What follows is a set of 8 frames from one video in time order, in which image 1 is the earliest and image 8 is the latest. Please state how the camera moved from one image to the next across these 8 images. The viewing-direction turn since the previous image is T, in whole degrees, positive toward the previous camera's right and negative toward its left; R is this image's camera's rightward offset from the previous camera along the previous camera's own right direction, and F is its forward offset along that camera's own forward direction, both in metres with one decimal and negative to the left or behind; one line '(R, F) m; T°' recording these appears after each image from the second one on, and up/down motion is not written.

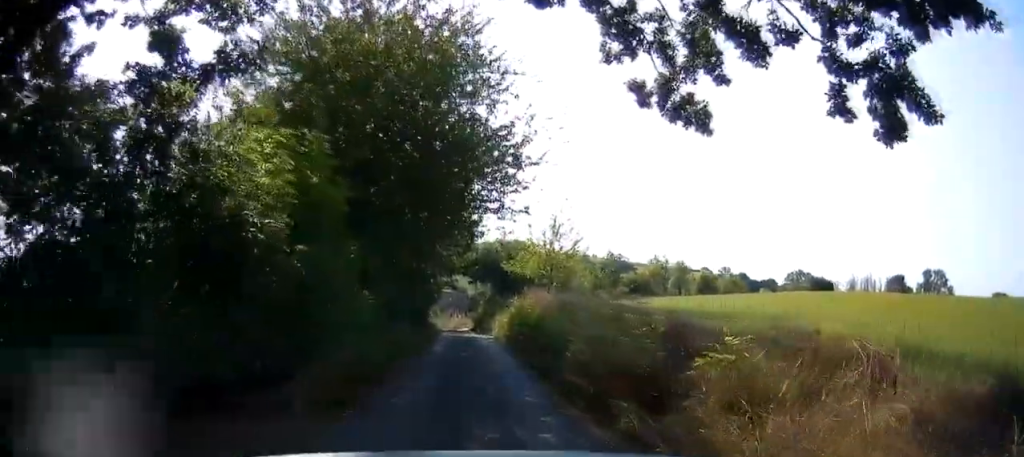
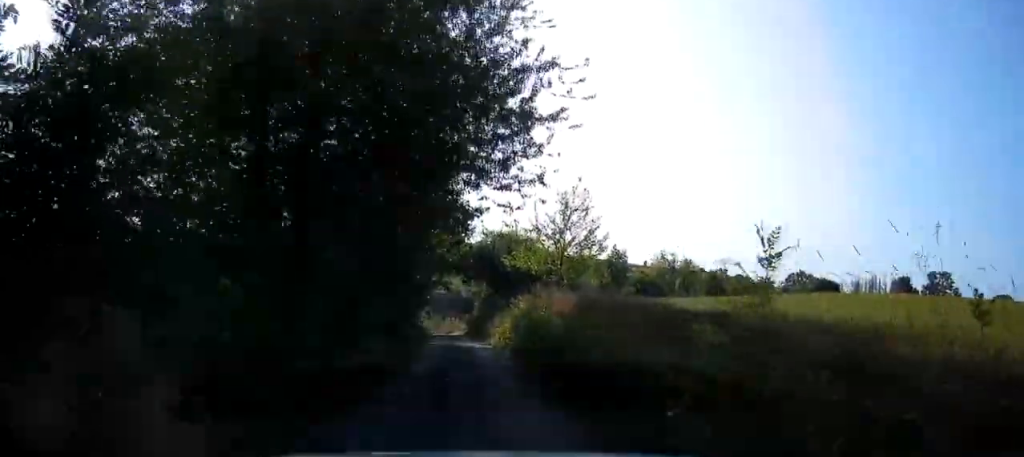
(0.0, +5.2) m; +2°
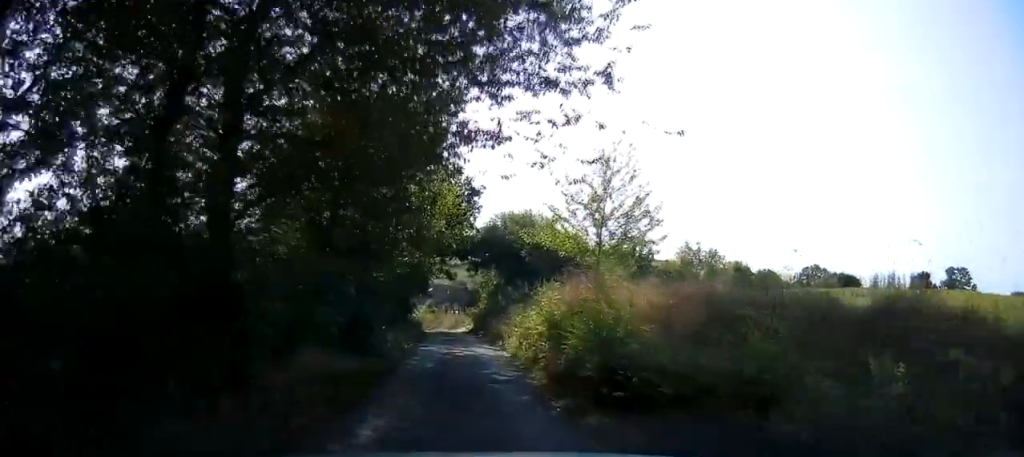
(+0.2, +6.4) m; +3°
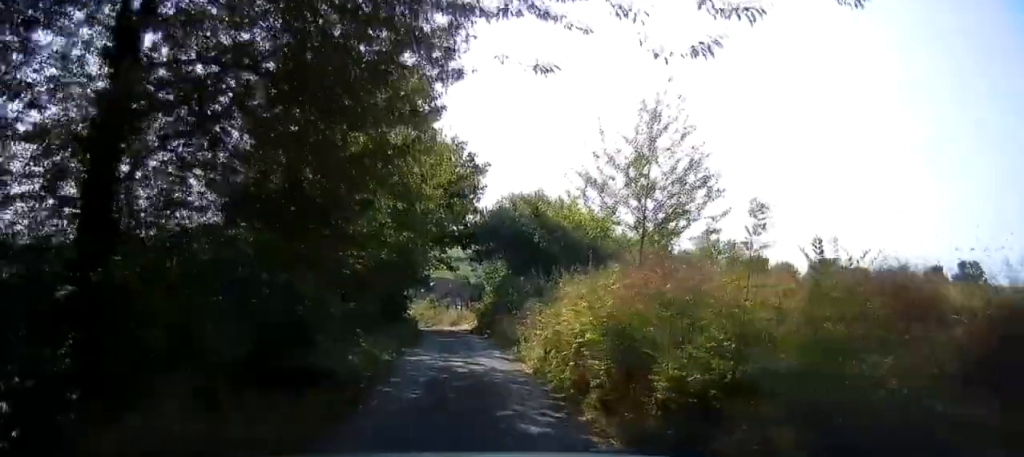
(+0.1, +4.4) m; +1°
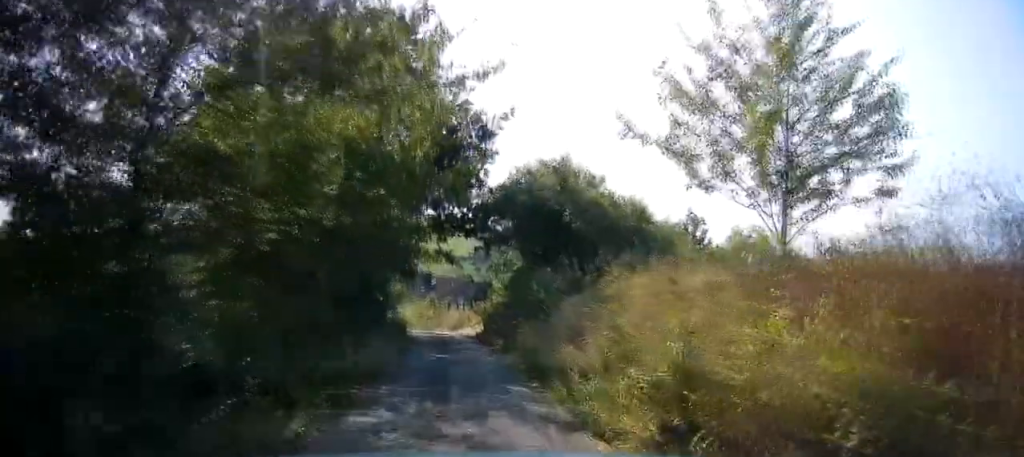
(0.0, +6.3) m; 0°
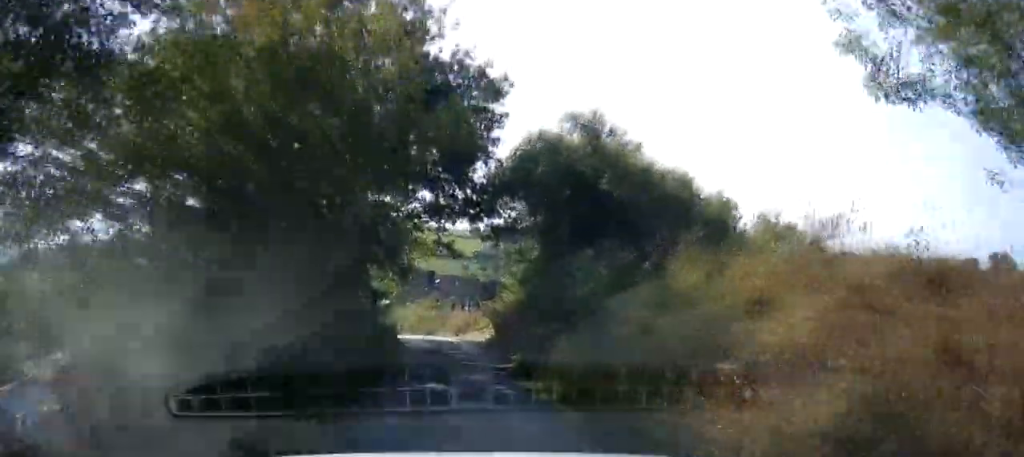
(0.0, +4.5) m; 0°
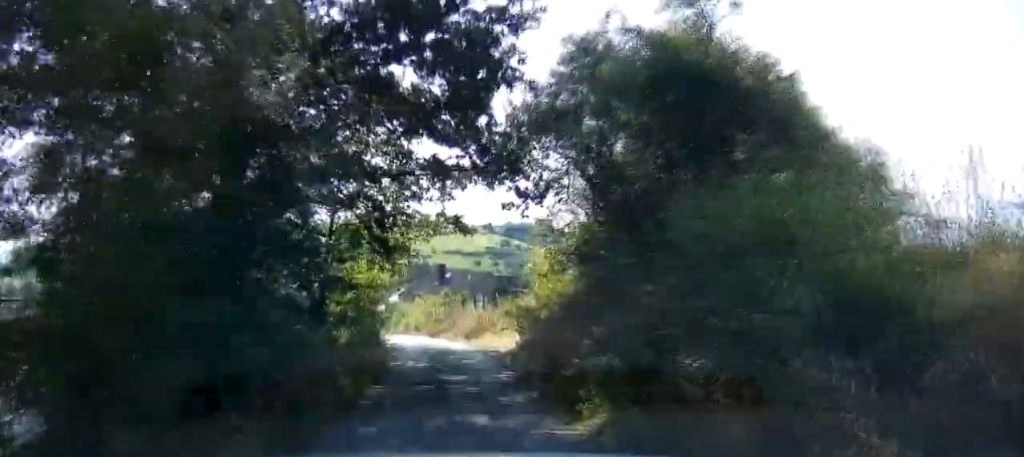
(0.0, +6.5) m; +1°
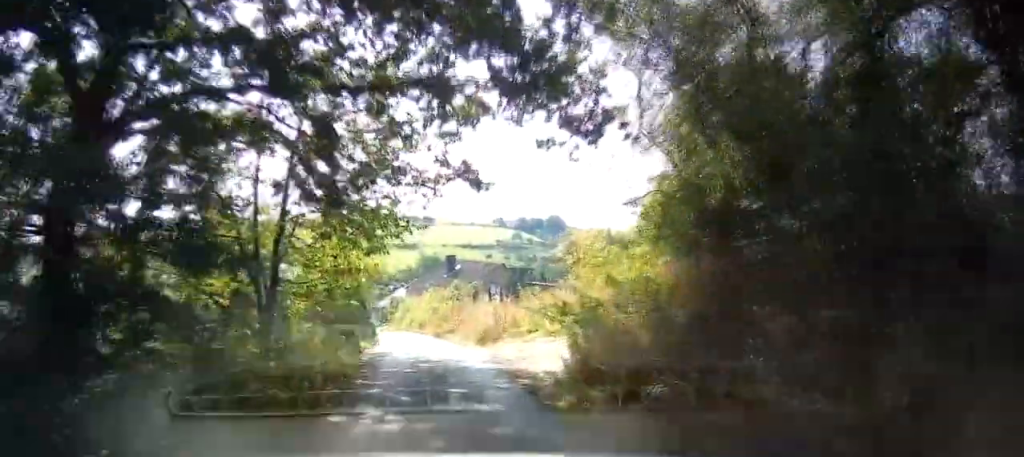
(0.0, +6.2) m; +1°
